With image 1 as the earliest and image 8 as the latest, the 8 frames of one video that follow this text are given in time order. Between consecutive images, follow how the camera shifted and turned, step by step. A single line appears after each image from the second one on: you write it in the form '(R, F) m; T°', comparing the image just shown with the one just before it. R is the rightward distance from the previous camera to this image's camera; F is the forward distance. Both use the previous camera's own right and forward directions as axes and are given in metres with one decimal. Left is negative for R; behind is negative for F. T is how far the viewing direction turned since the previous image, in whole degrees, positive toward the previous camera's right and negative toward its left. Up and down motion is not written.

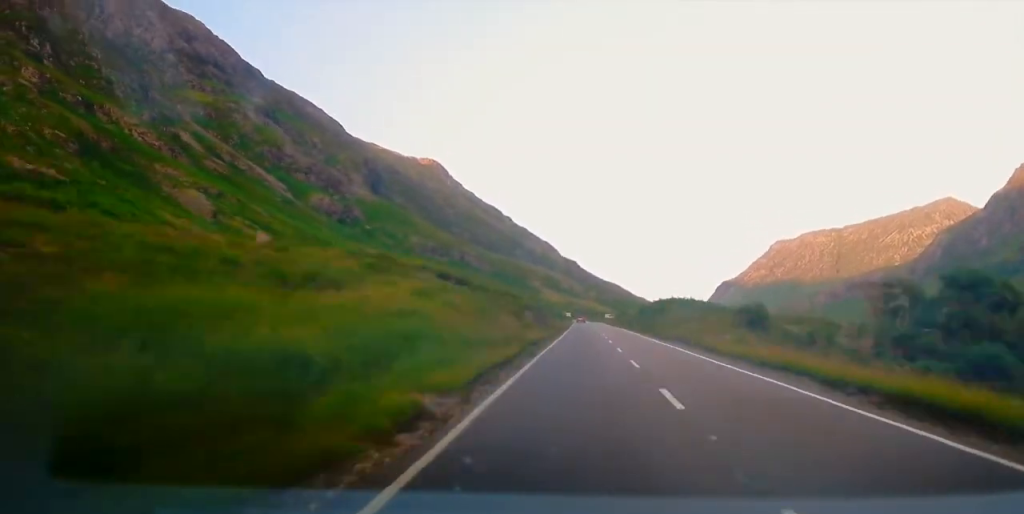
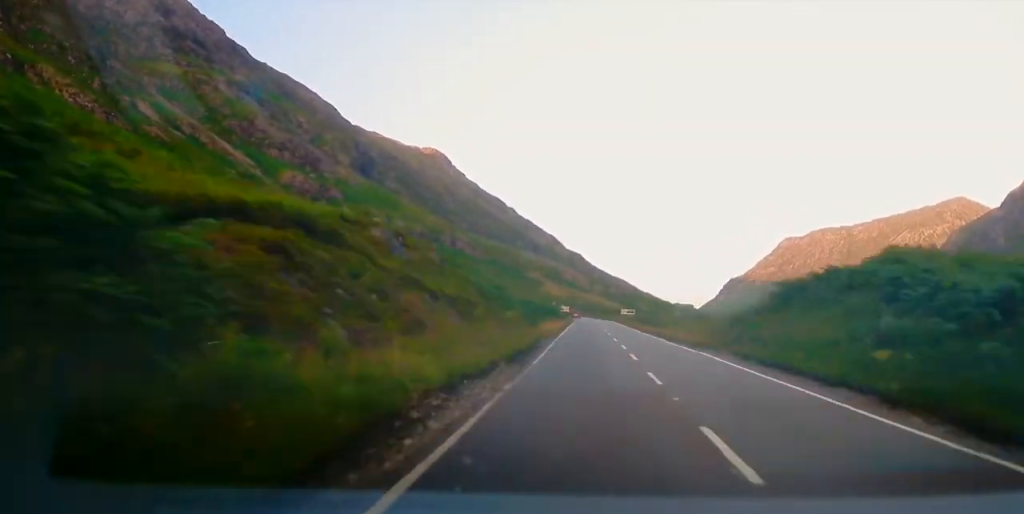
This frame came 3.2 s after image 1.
(+0.1, +60.4) m; 0°
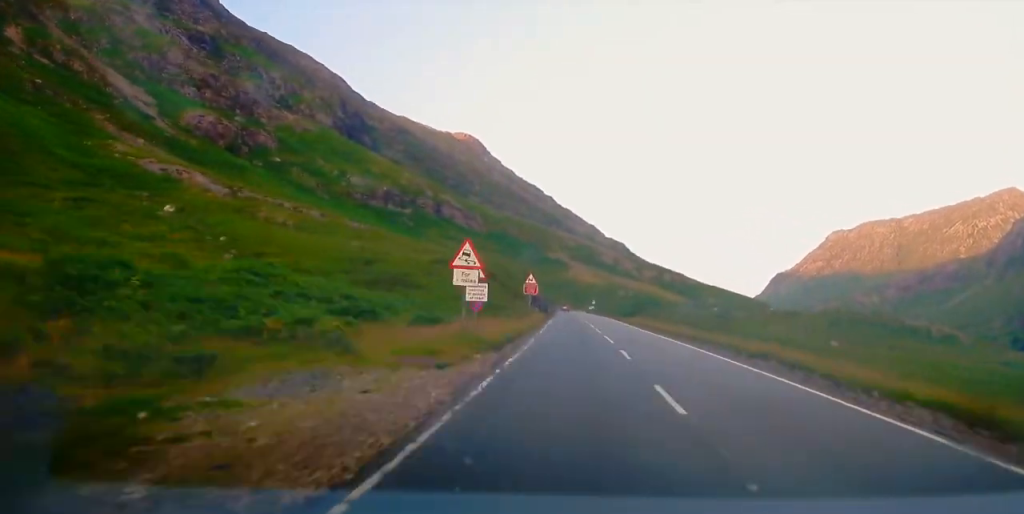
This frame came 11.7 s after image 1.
(-2.6, +154.5) m; -1°
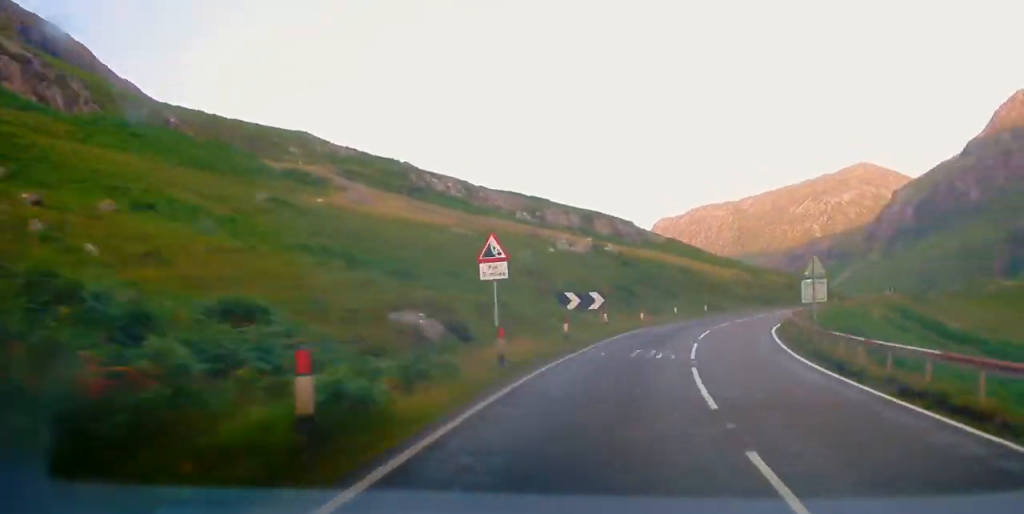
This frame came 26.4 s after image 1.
(+16.8, +245.7) m; +20°
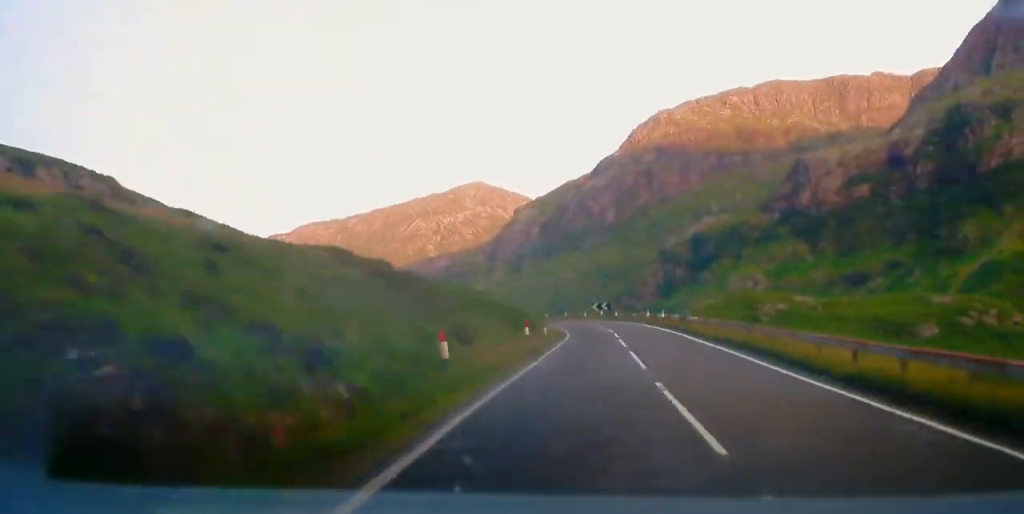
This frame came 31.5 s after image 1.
(+18.0, +78.7) m; 0°
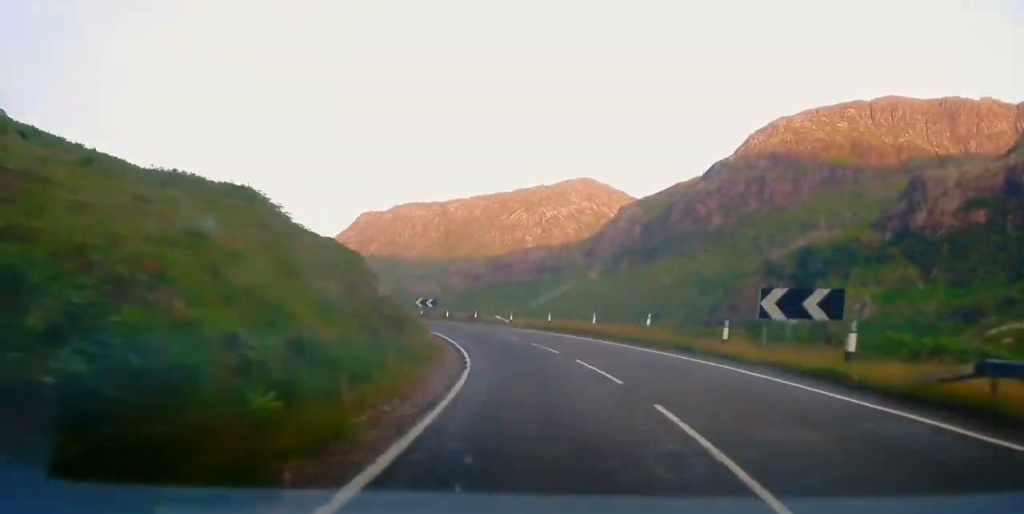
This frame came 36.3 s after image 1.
(+1.4, +73.9) m; -7°
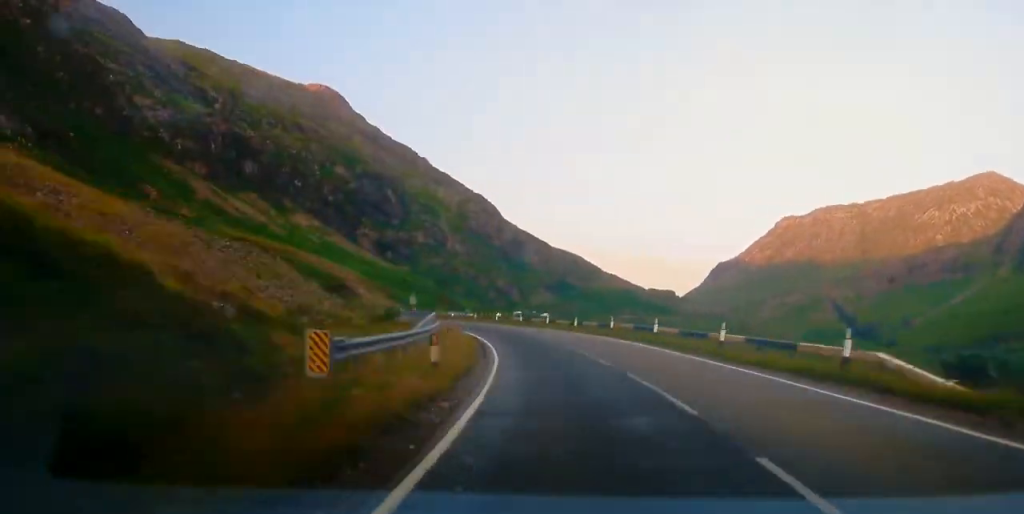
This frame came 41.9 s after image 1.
(-10.4, +87.6) m; -17°
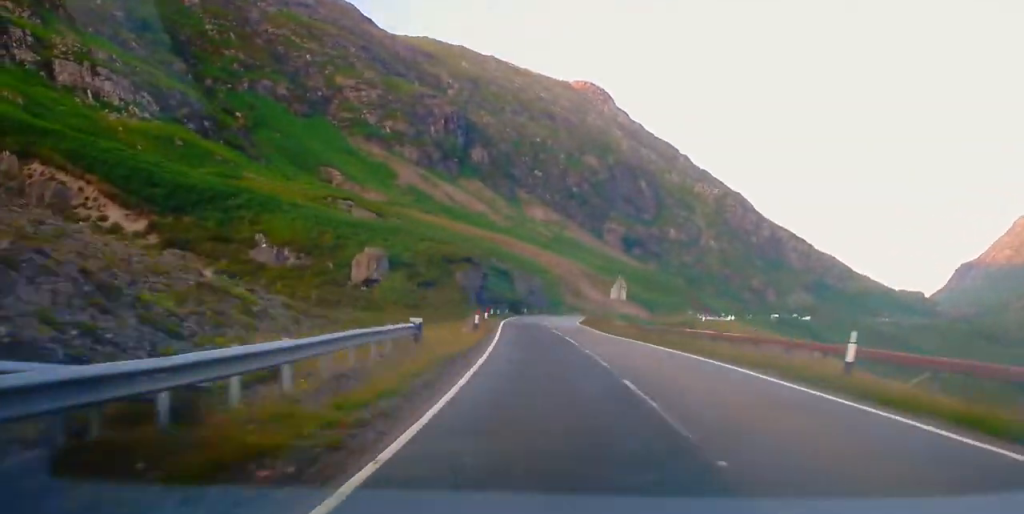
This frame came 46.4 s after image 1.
(-13.2, +70.8) m; -2°
